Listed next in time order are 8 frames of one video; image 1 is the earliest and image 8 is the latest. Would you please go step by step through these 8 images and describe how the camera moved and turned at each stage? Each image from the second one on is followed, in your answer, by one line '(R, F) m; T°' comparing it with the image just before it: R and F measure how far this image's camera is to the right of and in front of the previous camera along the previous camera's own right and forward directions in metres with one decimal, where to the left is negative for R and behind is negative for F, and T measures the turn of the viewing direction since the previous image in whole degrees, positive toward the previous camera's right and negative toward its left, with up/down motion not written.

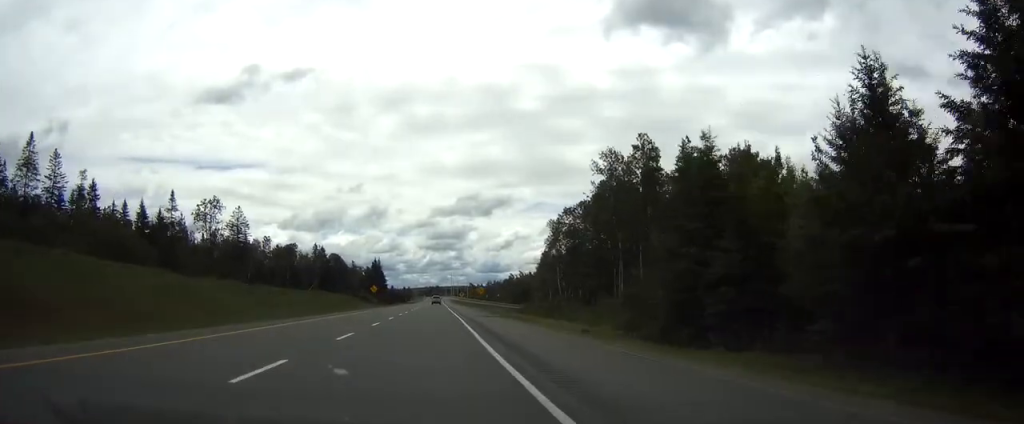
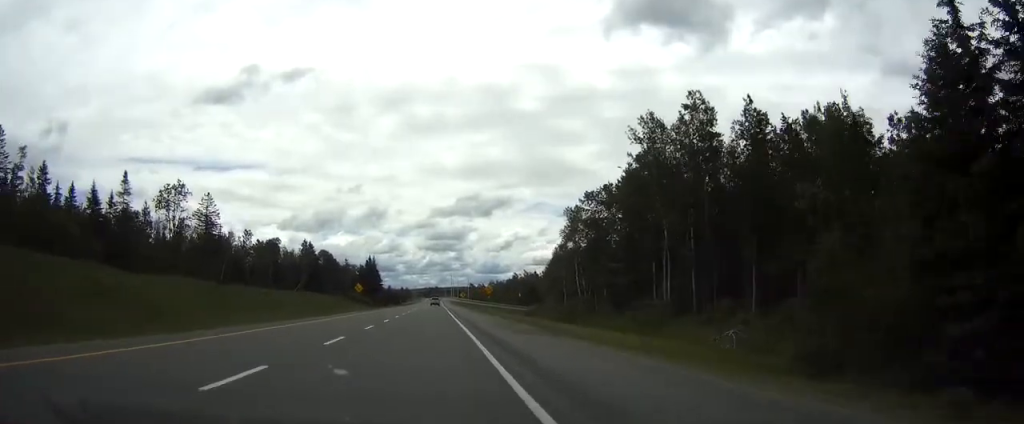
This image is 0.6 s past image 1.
(-0.1, +18.7) m; 0°
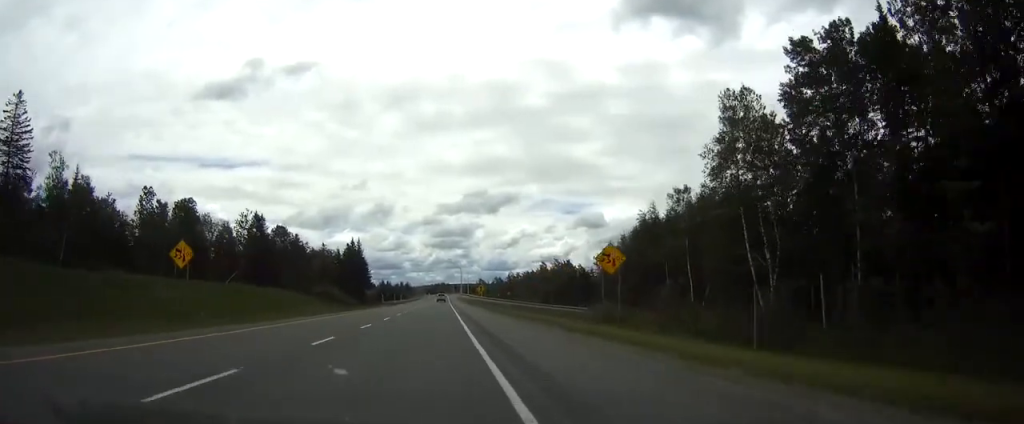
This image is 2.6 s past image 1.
(-0.1, +63.6) m; -1°
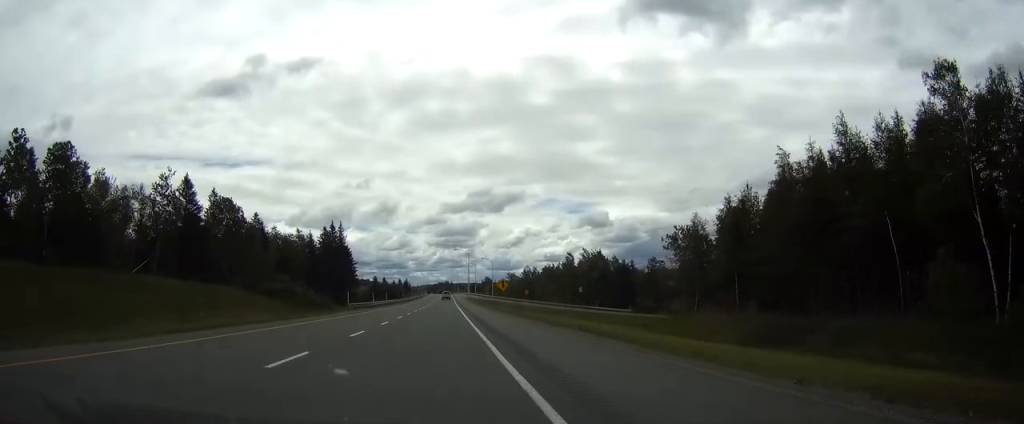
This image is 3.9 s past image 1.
(-0.2, +40.5) m; 0°
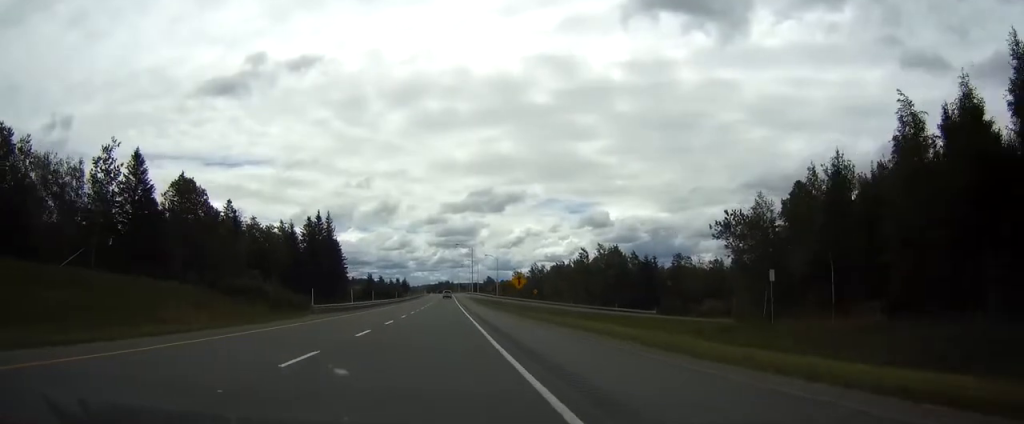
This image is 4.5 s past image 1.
(0.0, +17.6) m; 0°
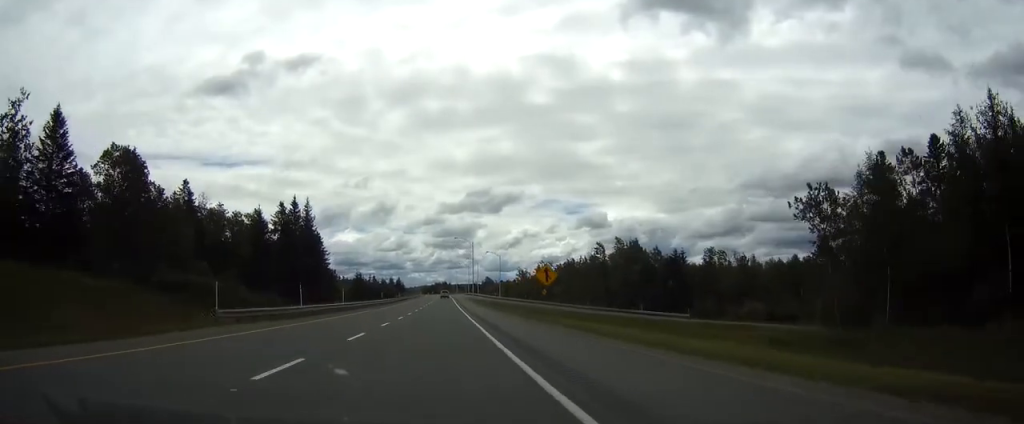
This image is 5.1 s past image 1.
(0.0, +19.6) m; 0°
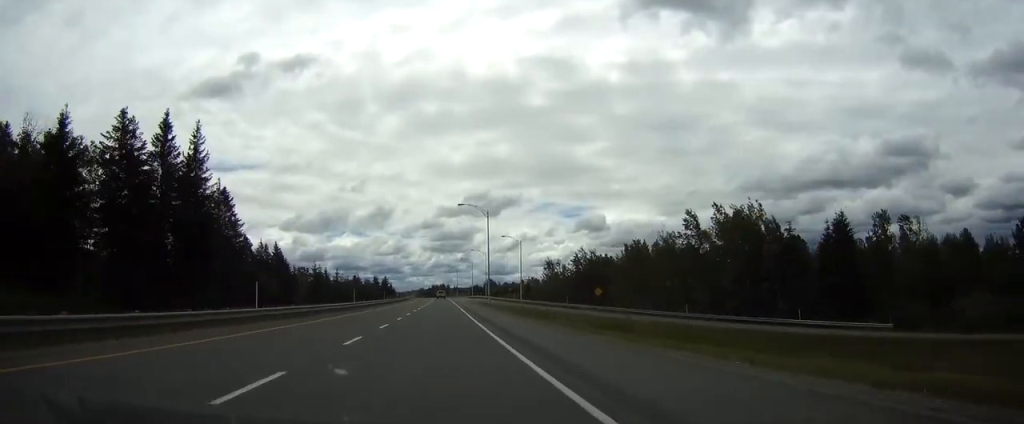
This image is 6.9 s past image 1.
(0.0, +55.5) m; 0°
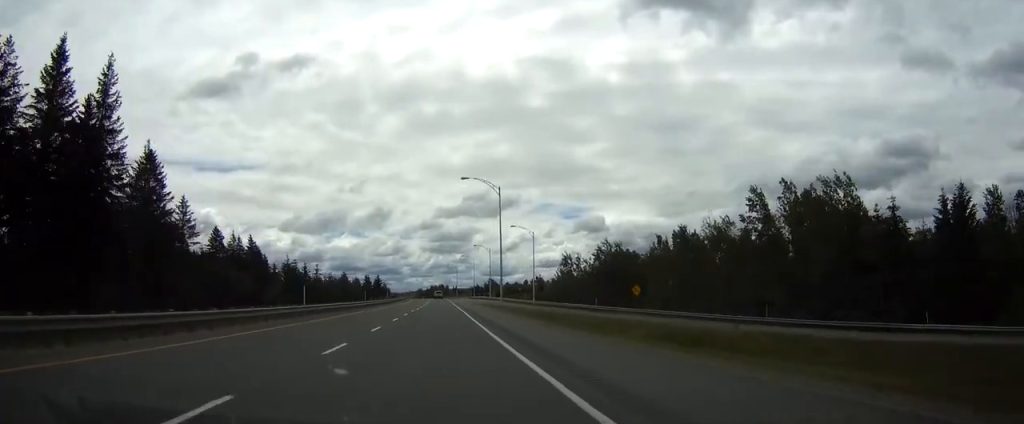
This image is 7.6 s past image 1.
(+0.1, +20.5) m; 0°
